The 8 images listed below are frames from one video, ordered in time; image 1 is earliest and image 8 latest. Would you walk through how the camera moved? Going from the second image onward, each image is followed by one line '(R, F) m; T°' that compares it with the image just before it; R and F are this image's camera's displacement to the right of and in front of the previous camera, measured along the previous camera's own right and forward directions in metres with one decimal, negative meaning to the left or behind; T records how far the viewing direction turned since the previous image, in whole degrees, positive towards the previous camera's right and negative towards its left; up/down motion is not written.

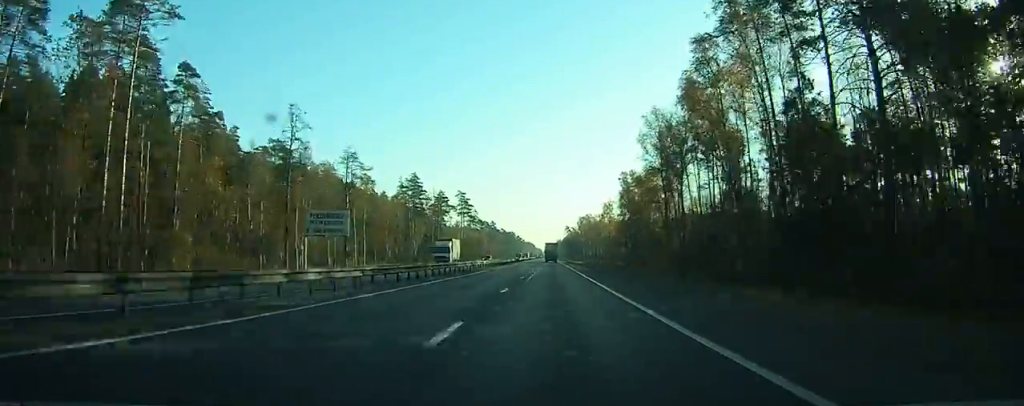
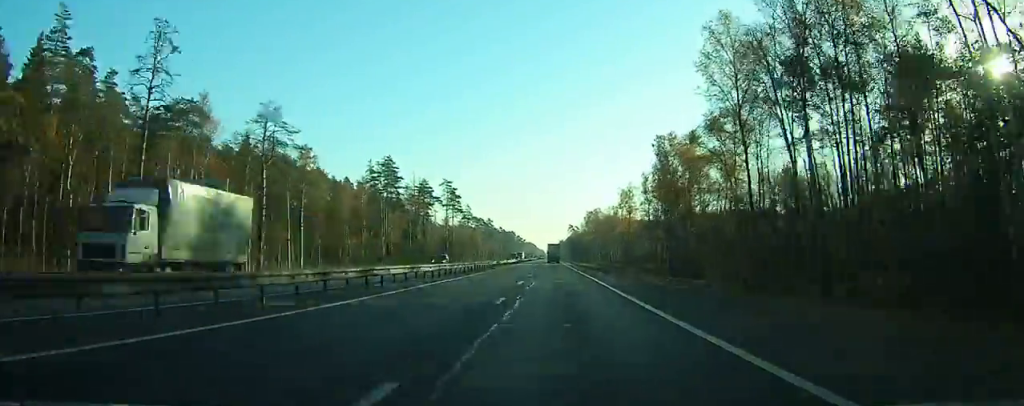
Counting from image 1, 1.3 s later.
(0.0, +29.2) m; 0°
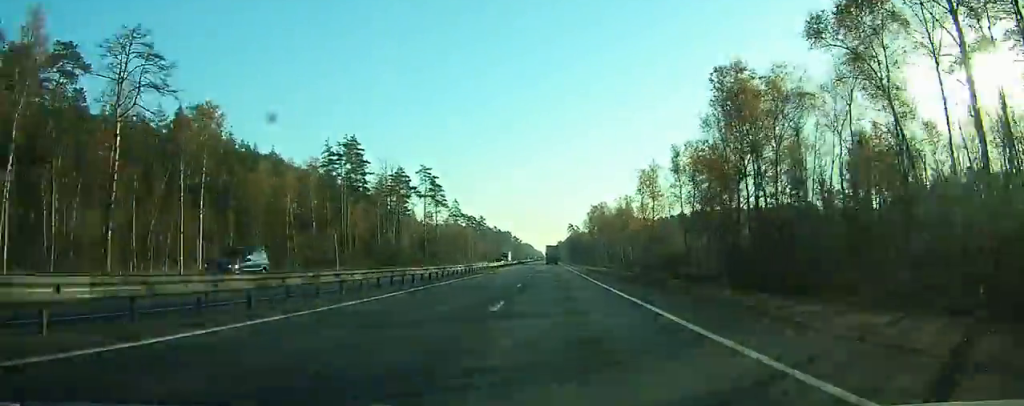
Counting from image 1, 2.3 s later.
(-0.1, +24.6) m; 0°
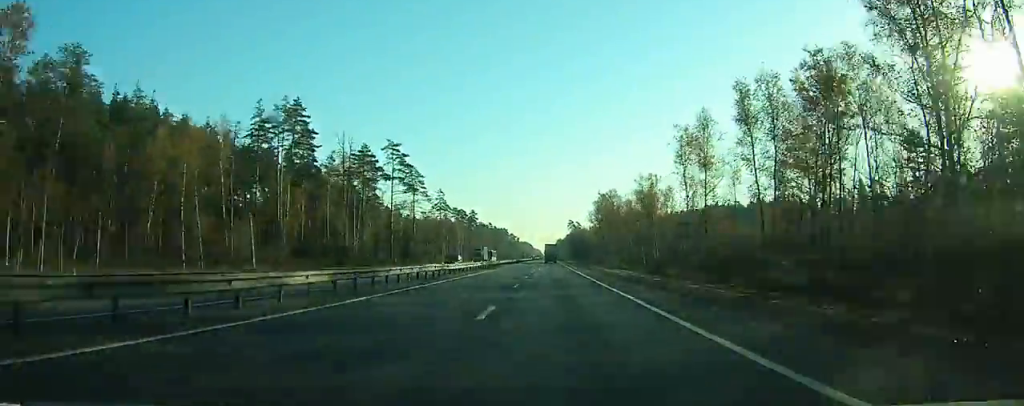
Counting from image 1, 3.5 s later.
(0.0, +26.4) m; 0°
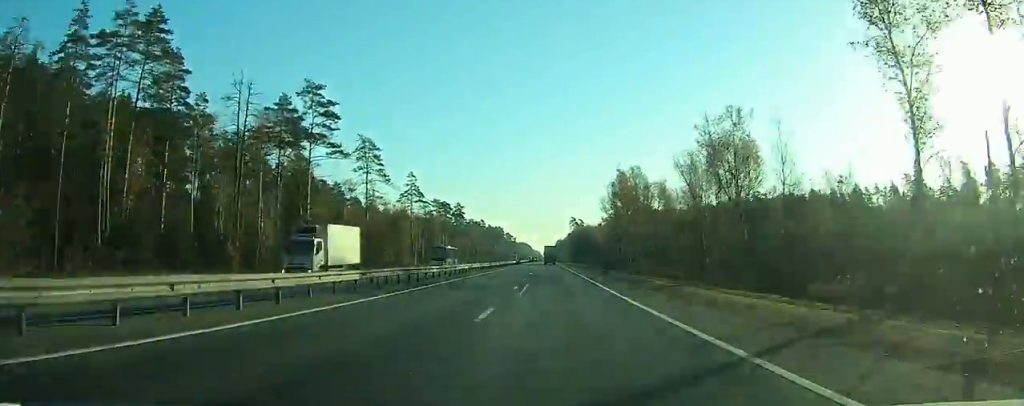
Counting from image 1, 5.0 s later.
(0.0, +35.8) m; 0°
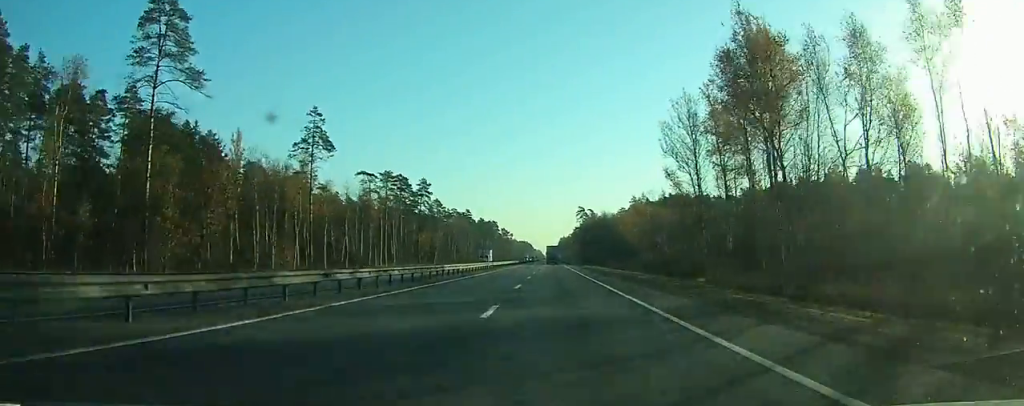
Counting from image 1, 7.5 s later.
(0.0, +59.5) m; 0°
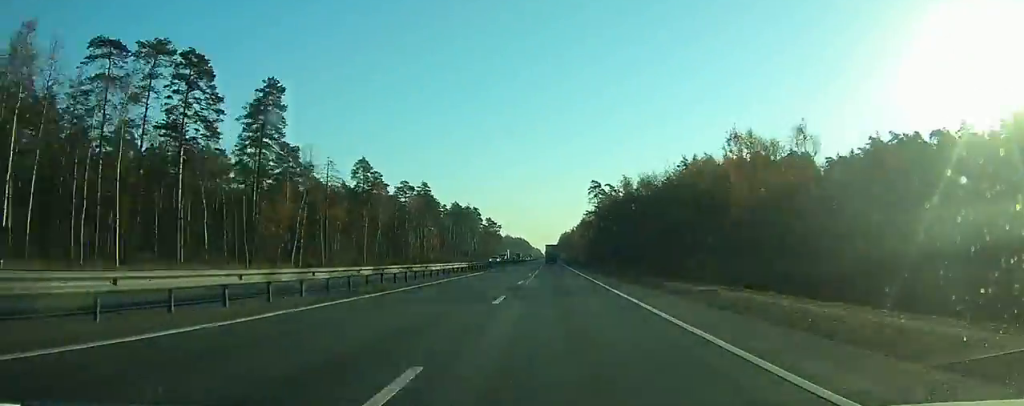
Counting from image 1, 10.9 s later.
(+0.4, +80.5) m; 0°
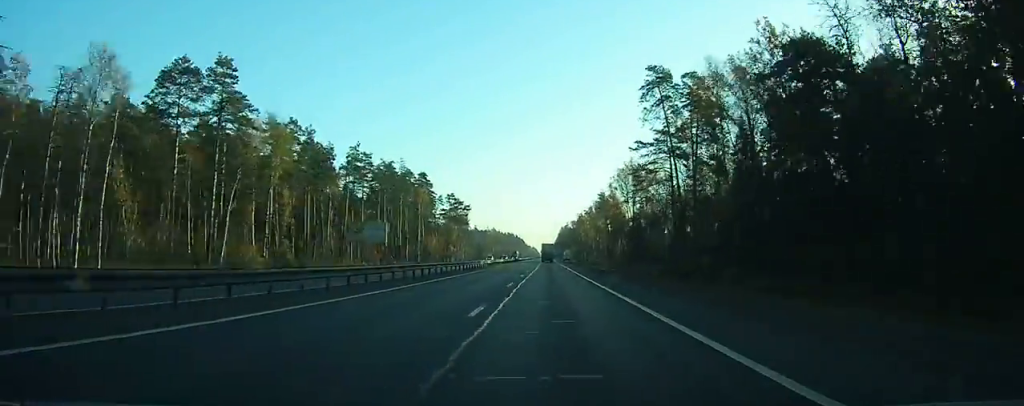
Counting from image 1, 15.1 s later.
(-0.4, +99.9) m; 0°
